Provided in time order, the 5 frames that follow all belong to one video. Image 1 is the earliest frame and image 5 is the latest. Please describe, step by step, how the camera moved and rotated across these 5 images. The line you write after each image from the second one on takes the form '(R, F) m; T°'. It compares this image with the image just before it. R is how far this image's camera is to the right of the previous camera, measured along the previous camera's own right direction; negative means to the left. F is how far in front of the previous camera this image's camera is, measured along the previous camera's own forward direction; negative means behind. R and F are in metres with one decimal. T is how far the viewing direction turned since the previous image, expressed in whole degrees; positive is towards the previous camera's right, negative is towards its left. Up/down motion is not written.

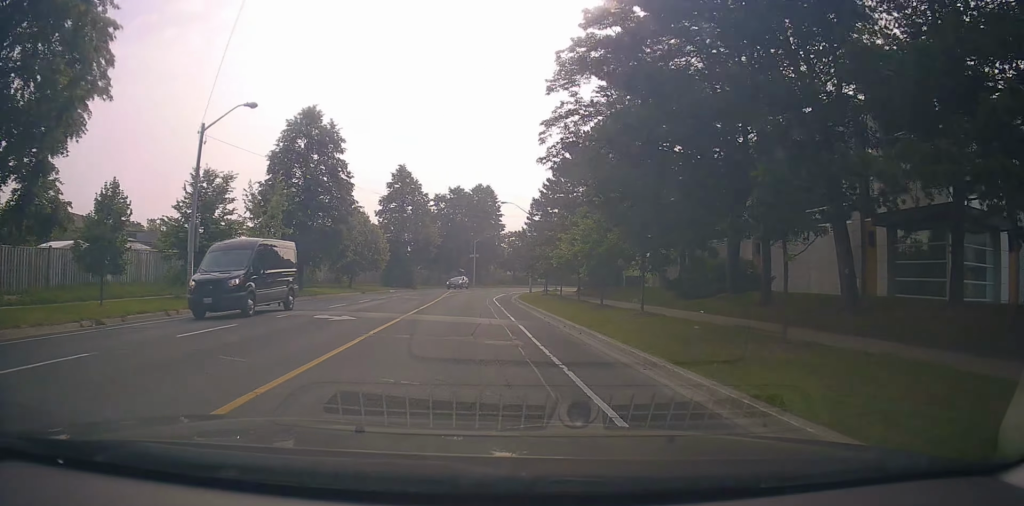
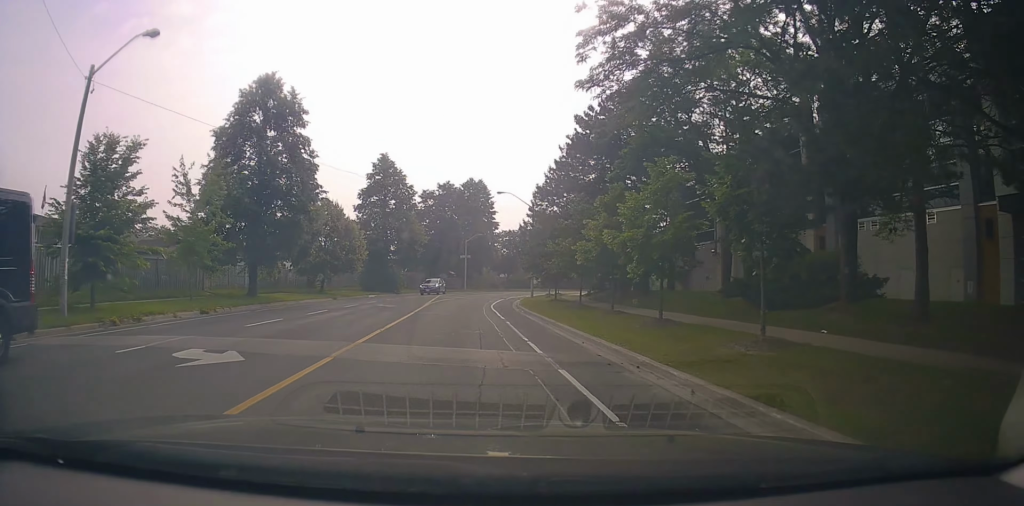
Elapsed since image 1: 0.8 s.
(+0.4, +7.7) m; +2°
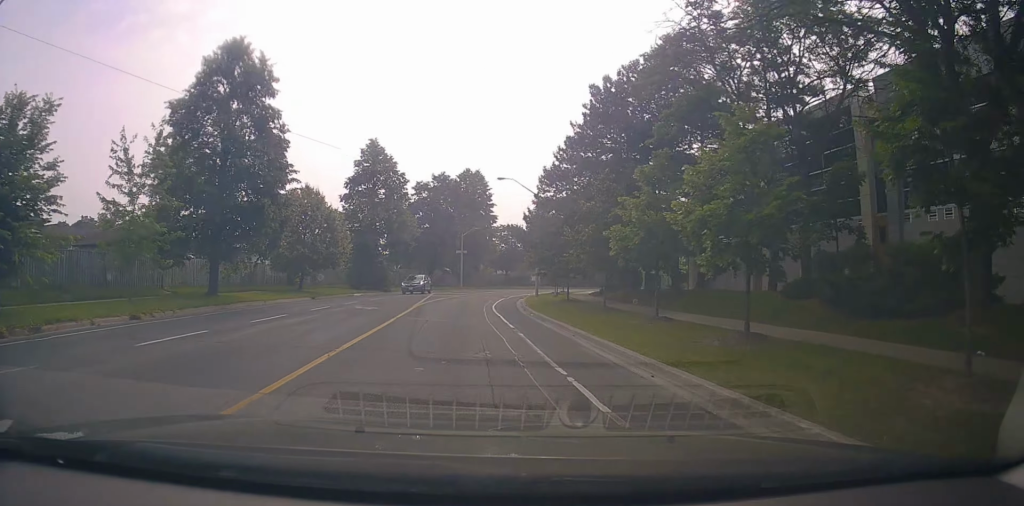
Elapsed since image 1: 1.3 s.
(+0.1, +4.8) m; 0°
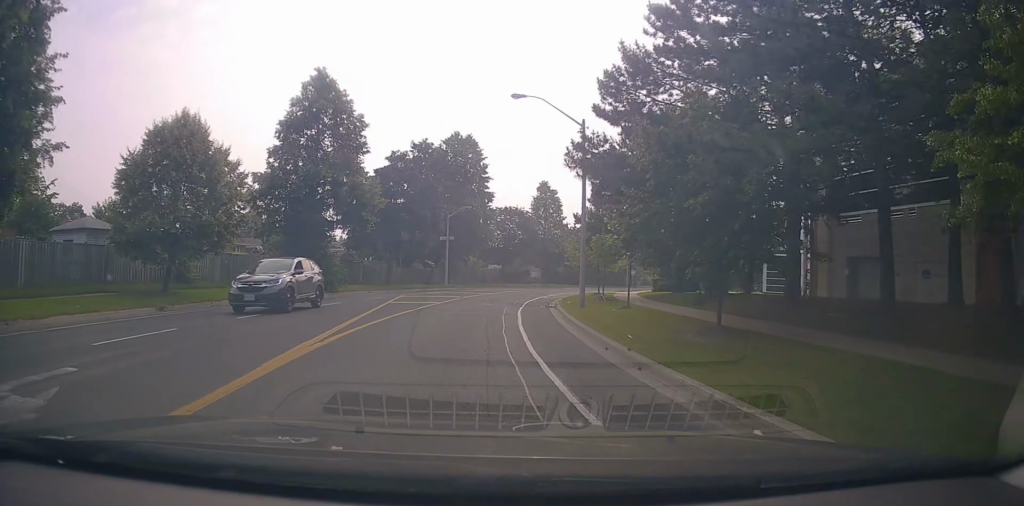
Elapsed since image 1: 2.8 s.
(+0.4, +18.5) m; +4°
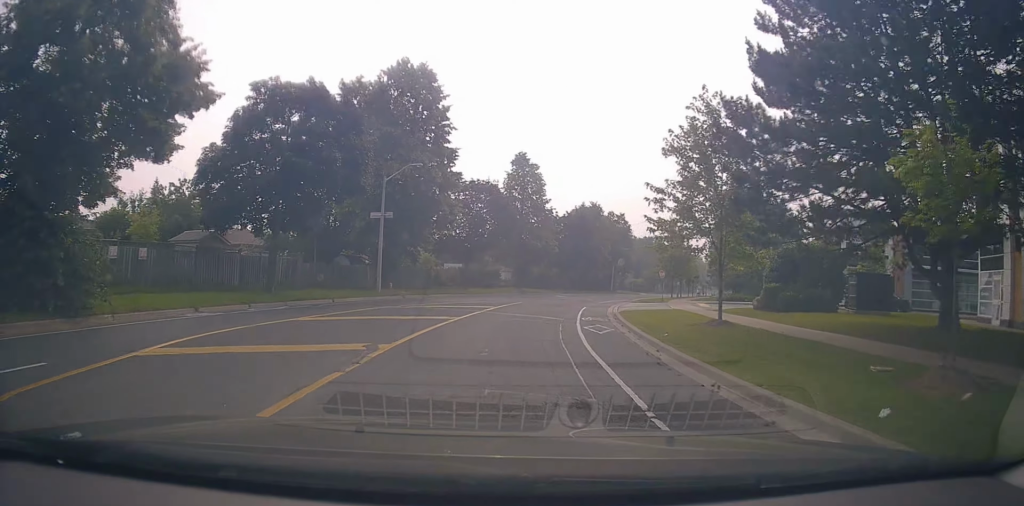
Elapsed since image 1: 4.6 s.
(+0.6, +22.7) m; +4°
